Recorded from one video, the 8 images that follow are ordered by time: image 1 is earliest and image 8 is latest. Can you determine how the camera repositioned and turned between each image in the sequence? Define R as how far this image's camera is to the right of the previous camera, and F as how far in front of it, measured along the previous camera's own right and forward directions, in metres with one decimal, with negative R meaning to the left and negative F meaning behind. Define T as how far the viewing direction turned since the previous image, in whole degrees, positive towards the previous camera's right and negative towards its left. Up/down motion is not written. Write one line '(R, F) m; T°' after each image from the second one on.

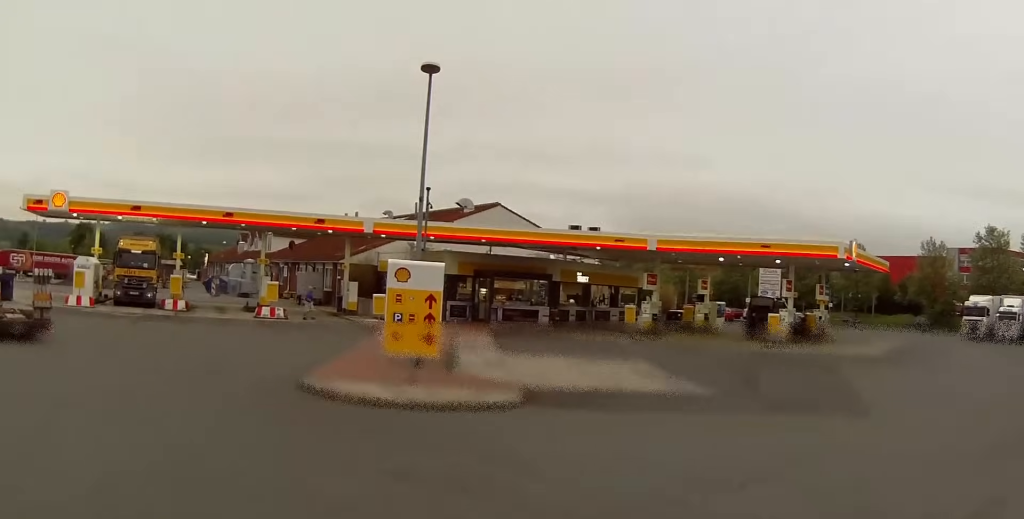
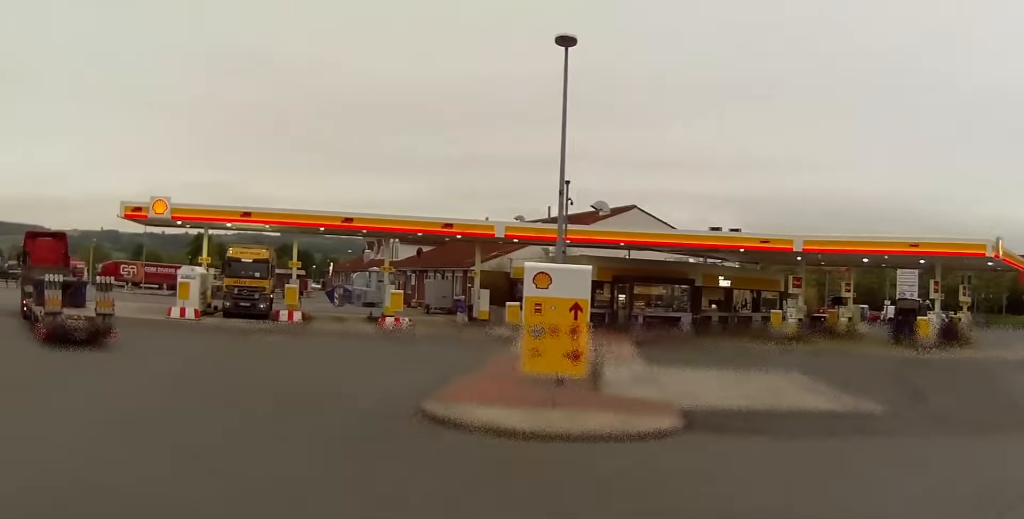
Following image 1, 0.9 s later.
(0.0, +1.6) m; 0°
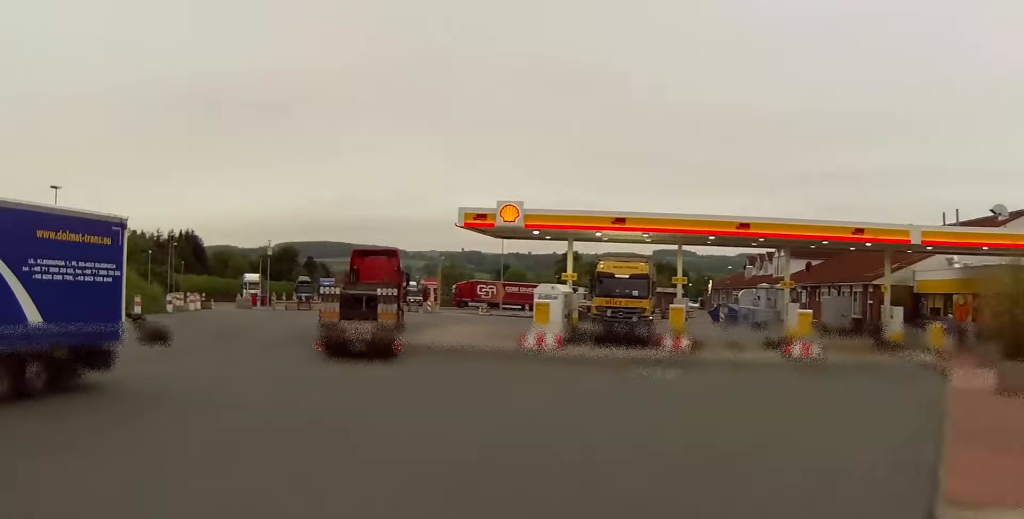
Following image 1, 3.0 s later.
(-0.3, +4.7) m; -19°
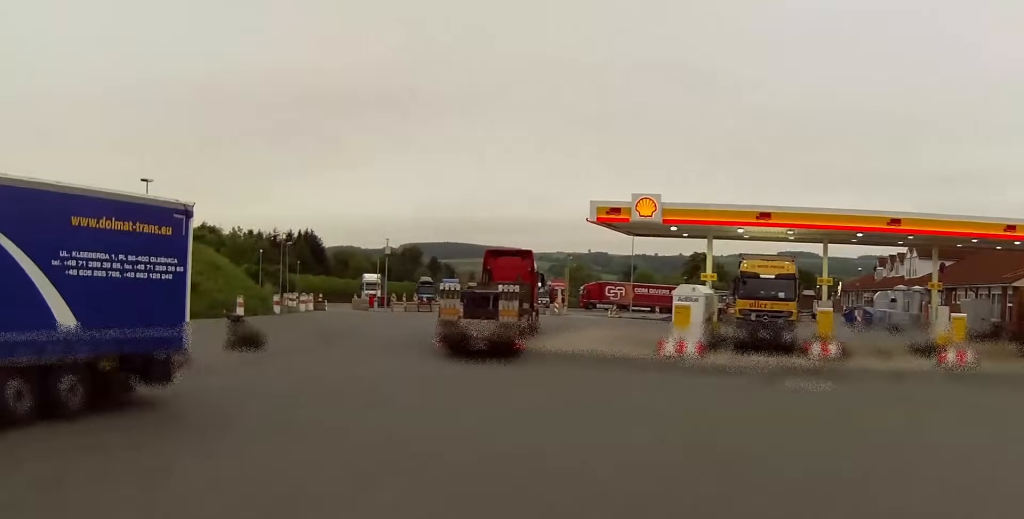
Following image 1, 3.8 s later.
(-0.3, +2.5) m; -16°
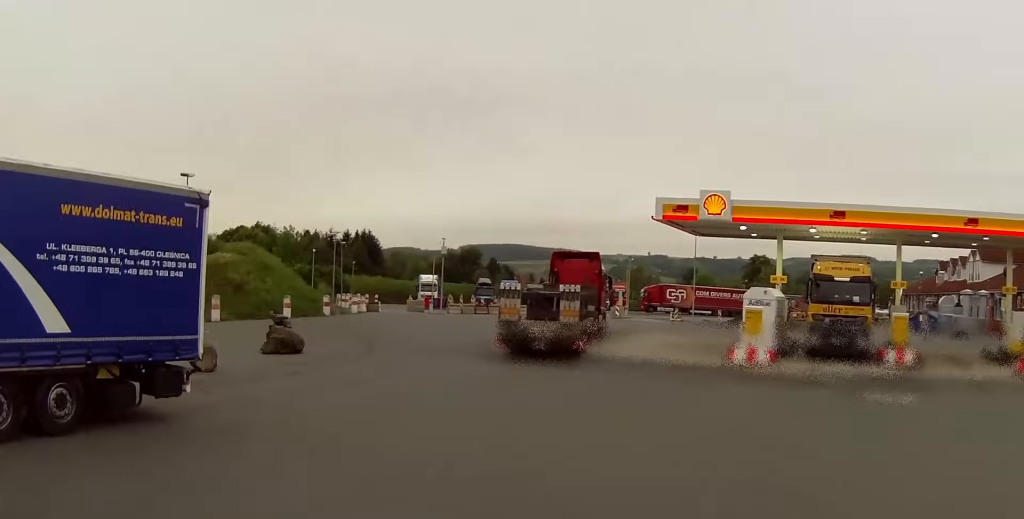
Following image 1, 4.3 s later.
(-0.3, +2.2) m; -3°
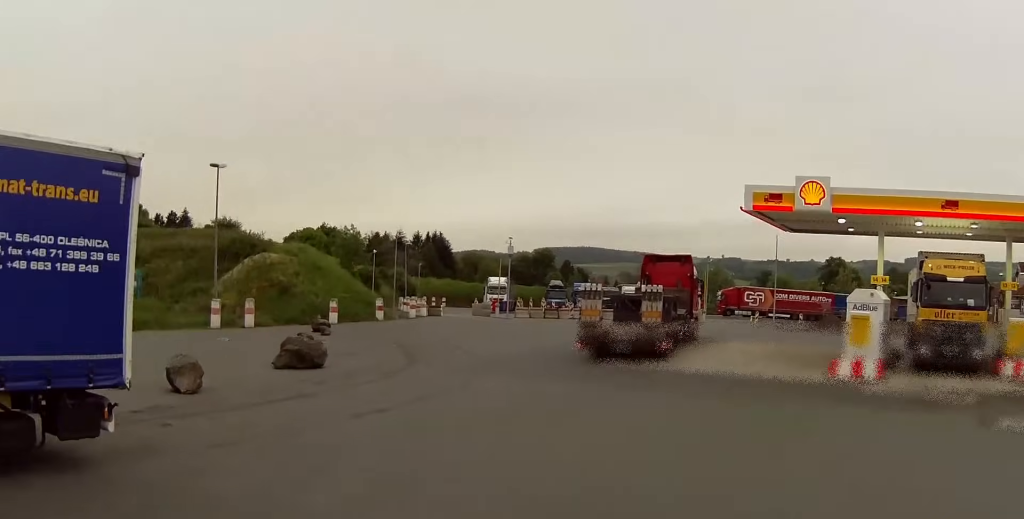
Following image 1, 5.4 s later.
(-0.3, +5.1) m; -3°
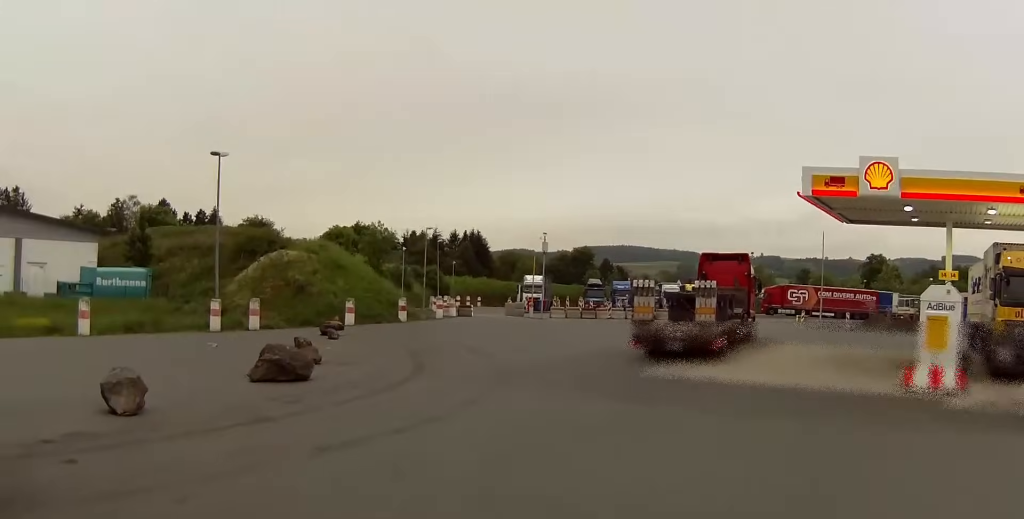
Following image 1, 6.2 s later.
(0.0, +4.3) m; +1°
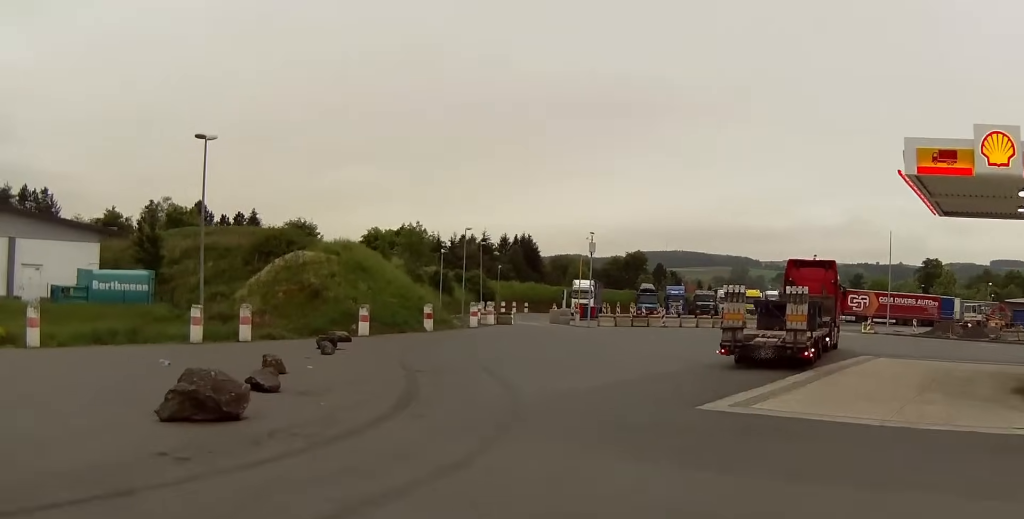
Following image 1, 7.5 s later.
(+0.1, +6.7) m; +1°
